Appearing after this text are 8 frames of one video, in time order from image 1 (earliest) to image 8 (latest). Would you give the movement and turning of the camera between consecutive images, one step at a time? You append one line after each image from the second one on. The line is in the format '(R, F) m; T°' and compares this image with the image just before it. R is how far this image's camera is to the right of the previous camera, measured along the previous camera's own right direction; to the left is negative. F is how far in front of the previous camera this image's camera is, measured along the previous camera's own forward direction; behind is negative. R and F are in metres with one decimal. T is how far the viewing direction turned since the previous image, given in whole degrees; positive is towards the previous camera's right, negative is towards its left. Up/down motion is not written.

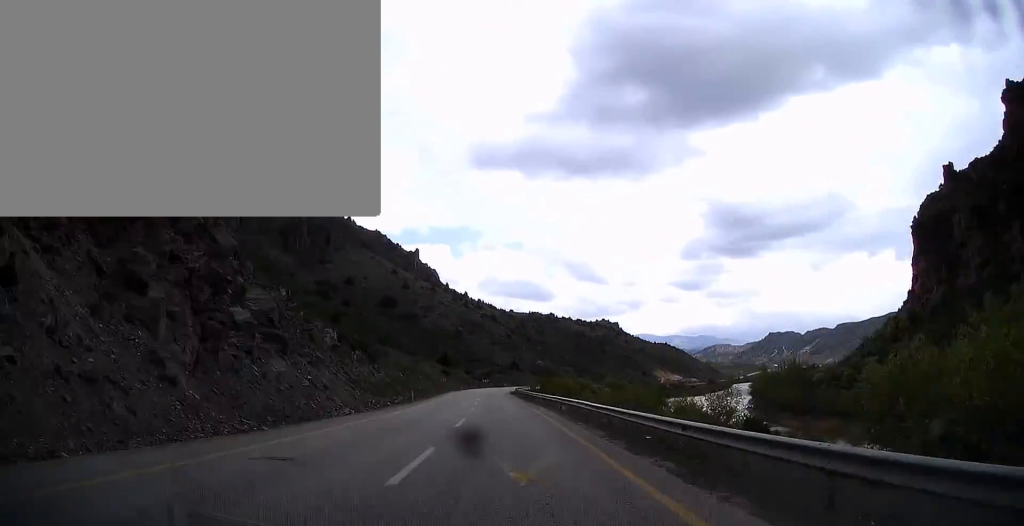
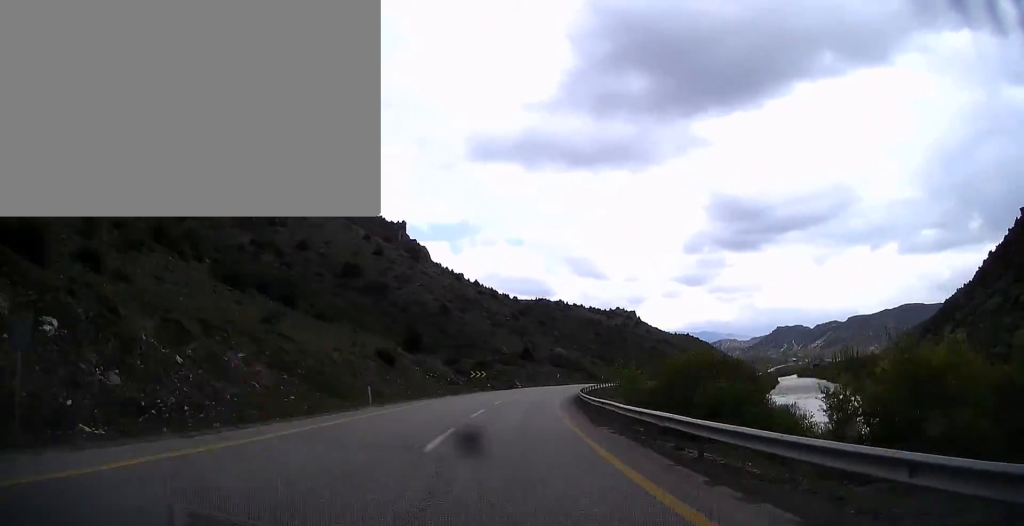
(+2.1, +92.0) m; +5°
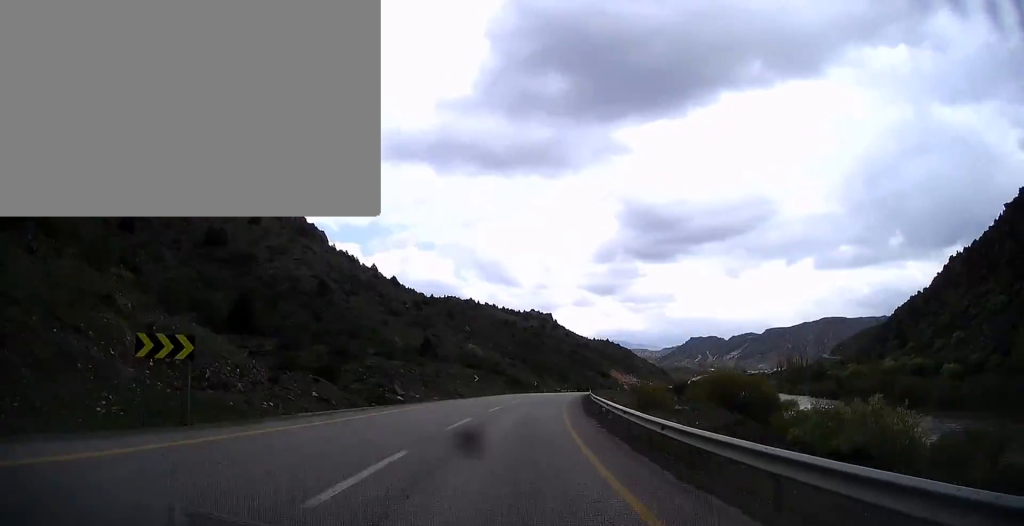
(+3.0, +53.8) m; +4°
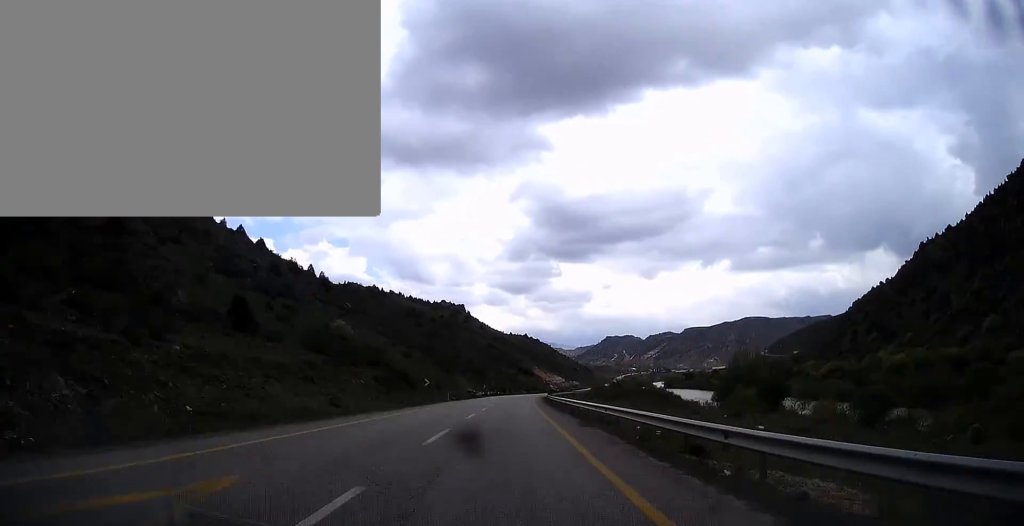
(+1.8, +62.9) m; +5°
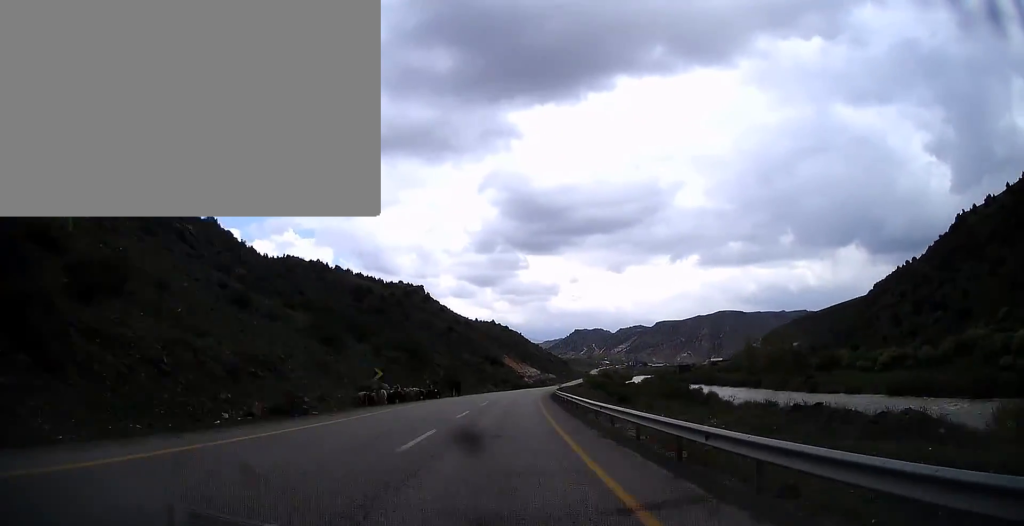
(+4.8, +72.8) m; +4°
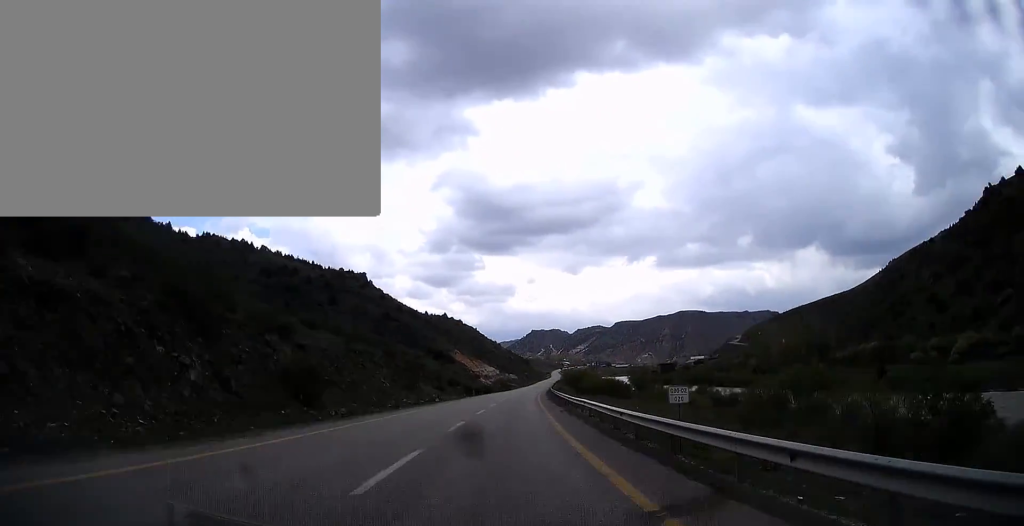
(+1.5, +64.5) m; +3°
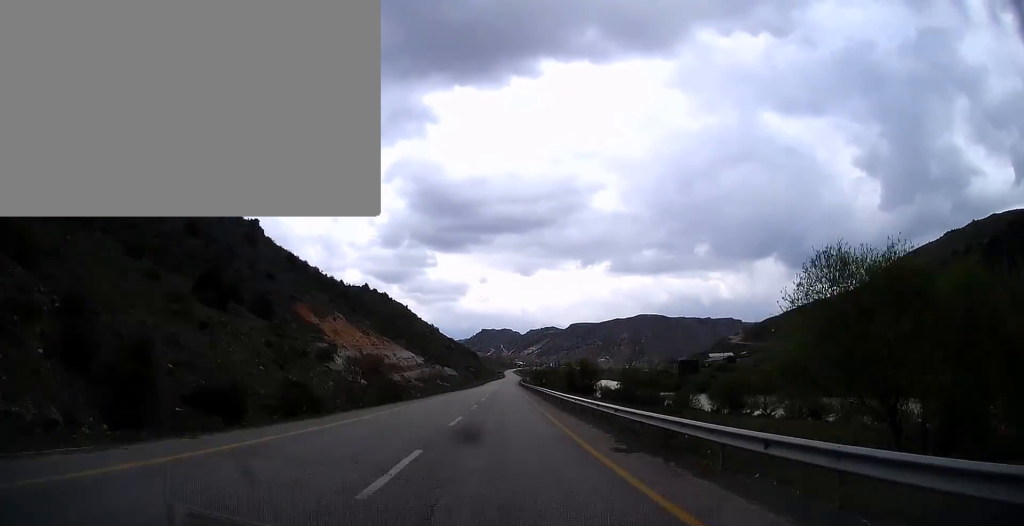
(+6.1, +134.2) m; +4°
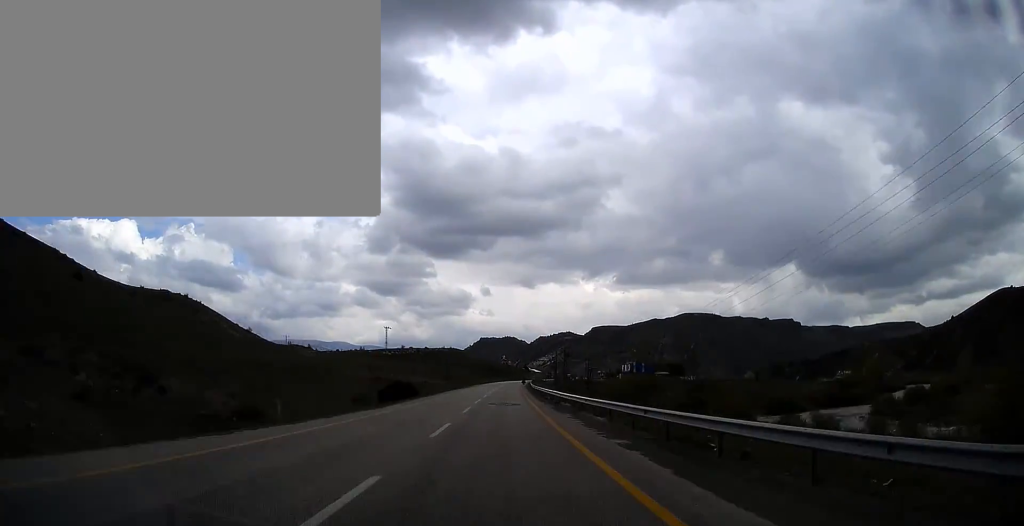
(+5.2, +532.2) m; 0°
